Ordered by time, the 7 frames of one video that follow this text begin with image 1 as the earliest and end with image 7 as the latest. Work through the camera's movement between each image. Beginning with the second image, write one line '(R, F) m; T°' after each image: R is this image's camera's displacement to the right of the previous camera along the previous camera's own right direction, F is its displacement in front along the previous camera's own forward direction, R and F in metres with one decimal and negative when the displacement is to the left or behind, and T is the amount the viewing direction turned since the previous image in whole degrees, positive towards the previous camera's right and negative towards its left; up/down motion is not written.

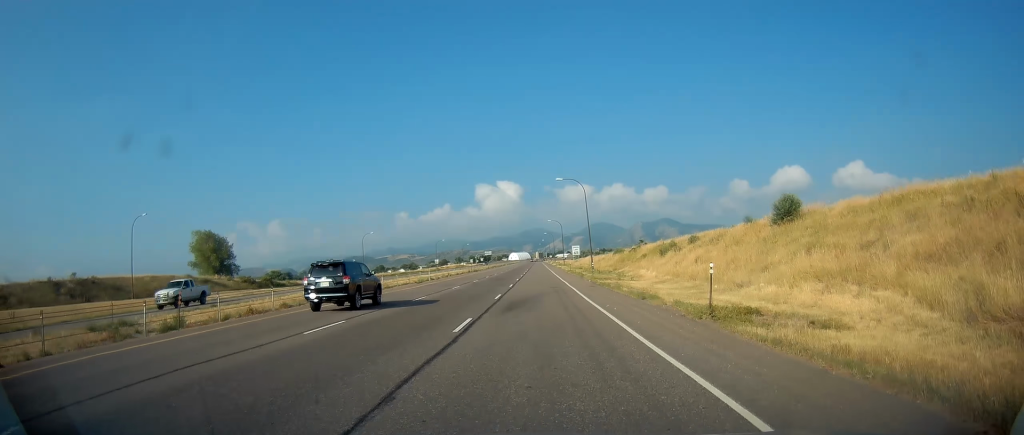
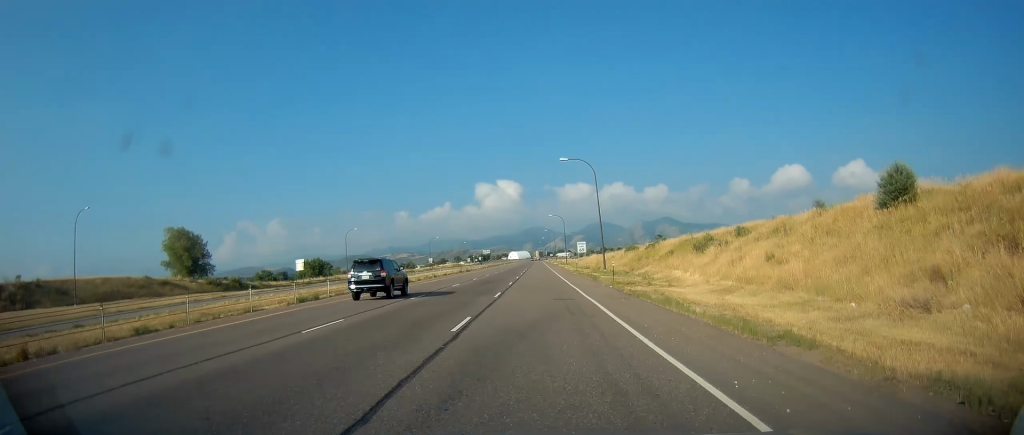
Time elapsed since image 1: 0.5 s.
(+0.1, +12.4) m; 0°
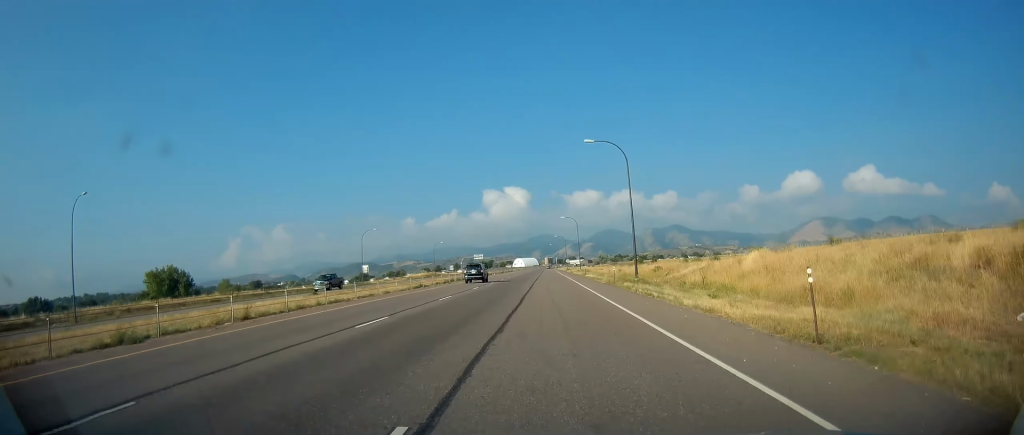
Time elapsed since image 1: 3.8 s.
(-1.3, +84.3) m; -1°
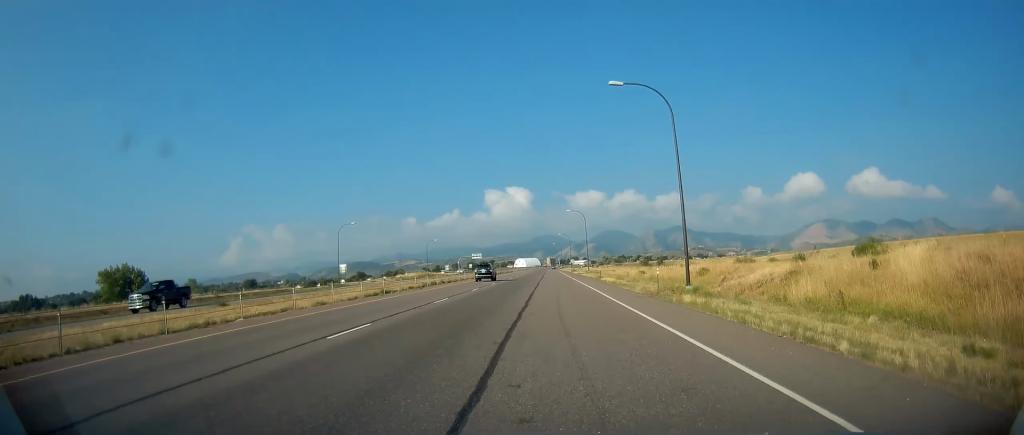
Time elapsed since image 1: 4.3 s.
(+0.1, +15.1) m; 0°
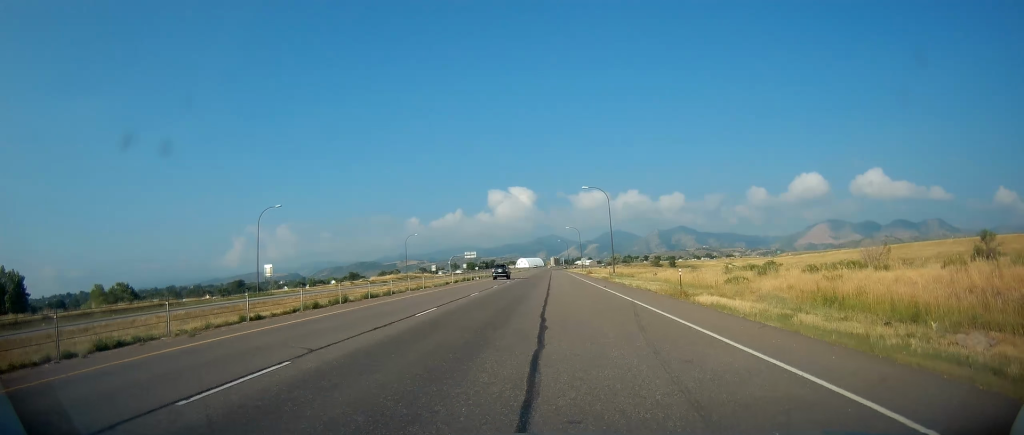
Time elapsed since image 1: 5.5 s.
(+0.1, +31.3) m; 0°
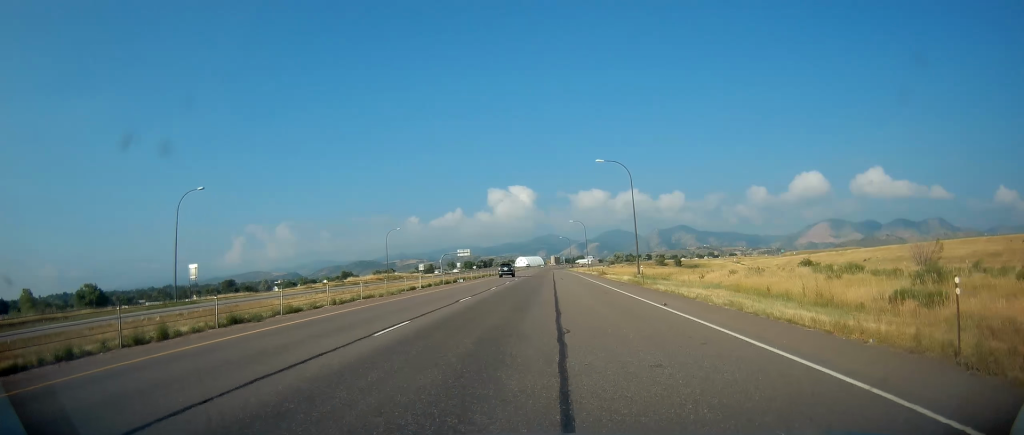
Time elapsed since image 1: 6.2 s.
(-0.1, +18.1) m; 0°
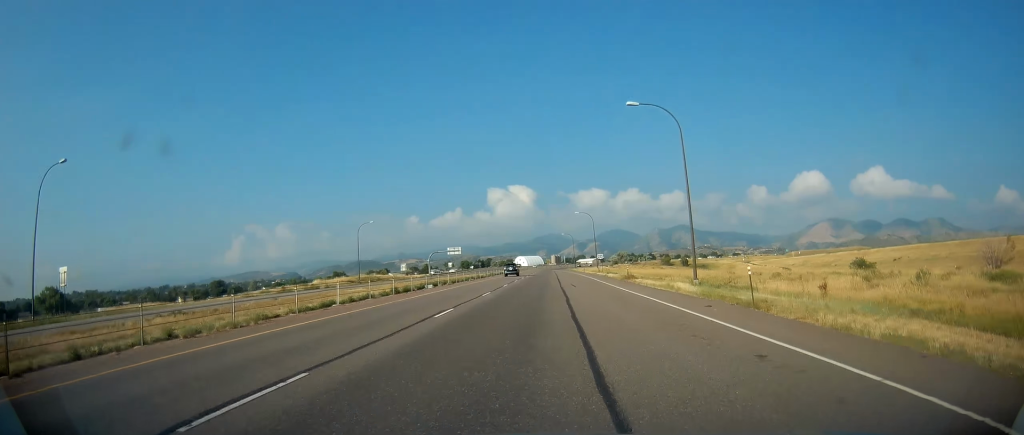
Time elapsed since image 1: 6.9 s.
(-0.1, +19.9) m; 0°
